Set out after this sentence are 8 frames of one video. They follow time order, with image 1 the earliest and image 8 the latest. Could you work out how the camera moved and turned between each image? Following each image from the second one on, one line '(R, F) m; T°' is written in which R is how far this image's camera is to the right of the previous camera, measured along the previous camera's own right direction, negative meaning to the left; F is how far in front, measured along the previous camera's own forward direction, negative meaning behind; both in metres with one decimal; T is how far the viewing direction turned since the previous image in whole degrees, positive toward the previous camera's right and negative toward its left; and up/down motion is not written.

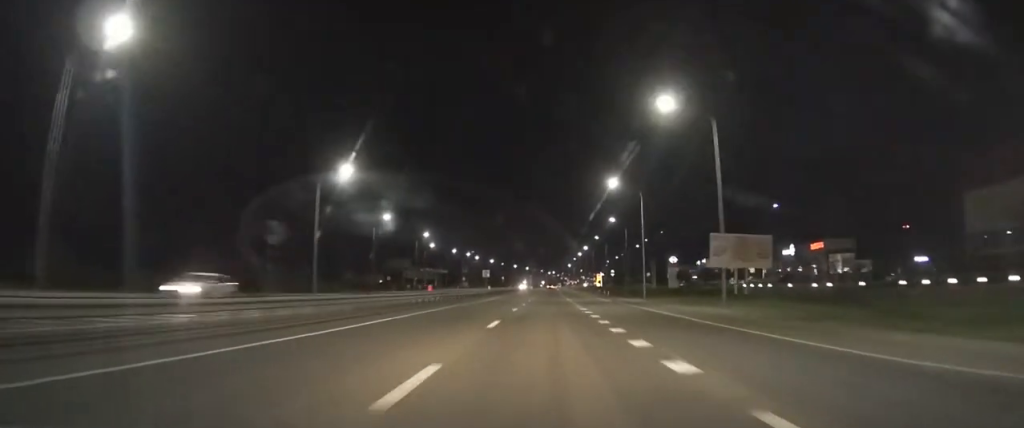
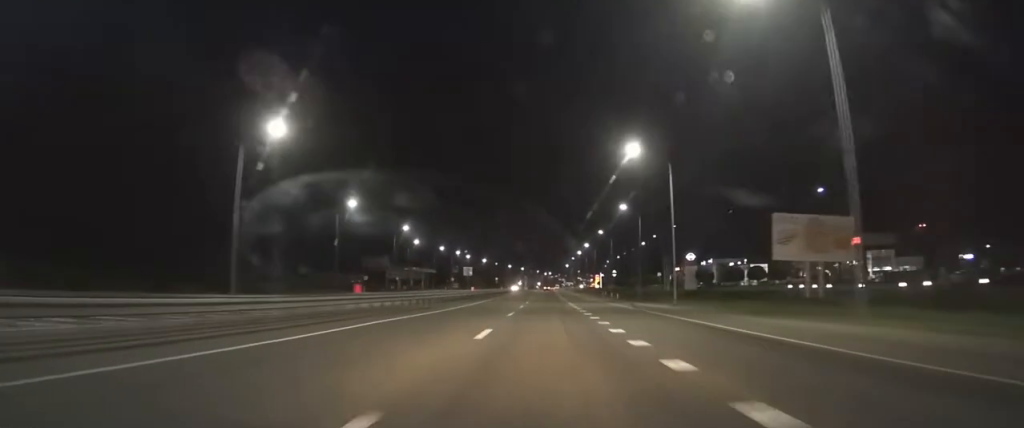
(+0.3, +15.4) m; +1°
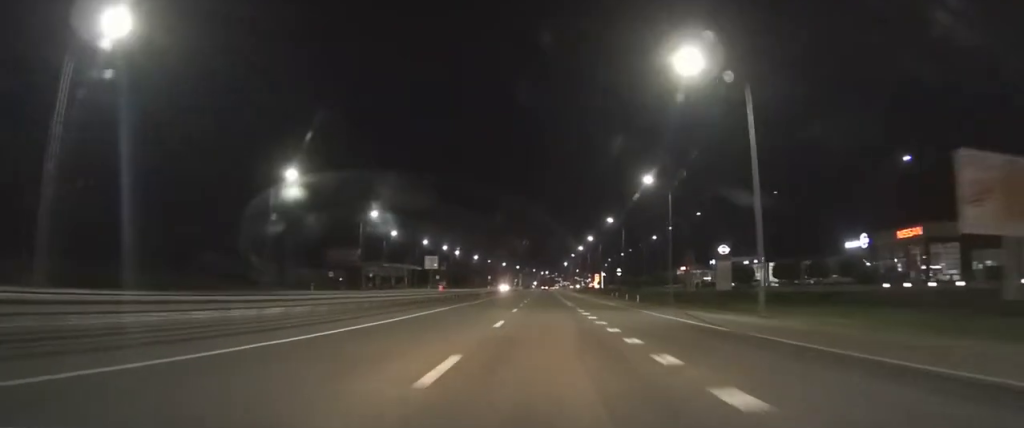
(0.0, +18.7) m; 0°
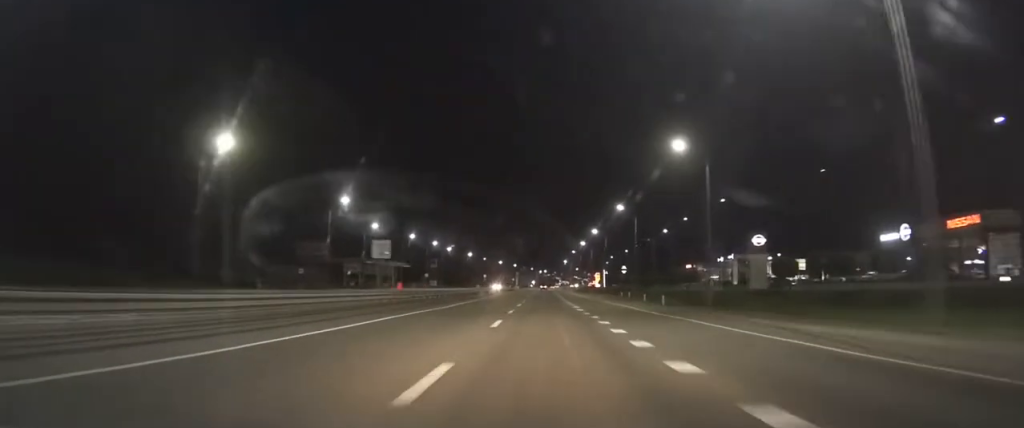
(0.0, +13.0) m; 0°
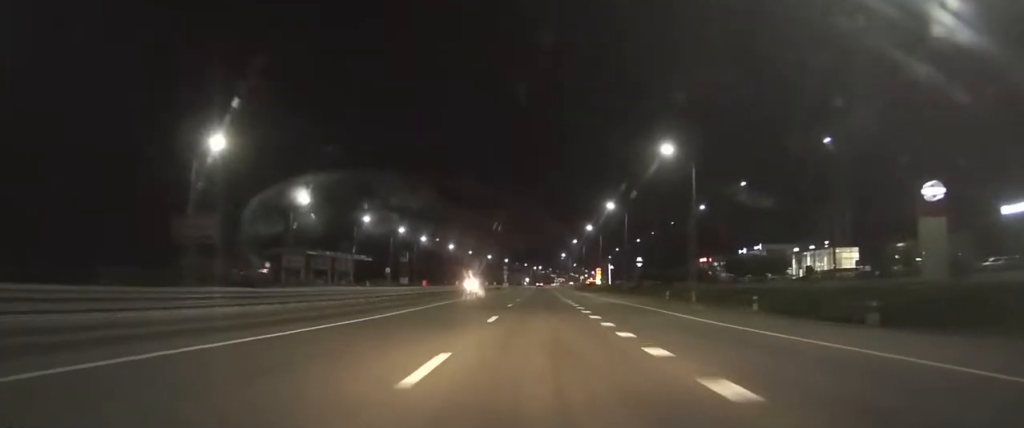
(+0.2, +31.0) m; +1°
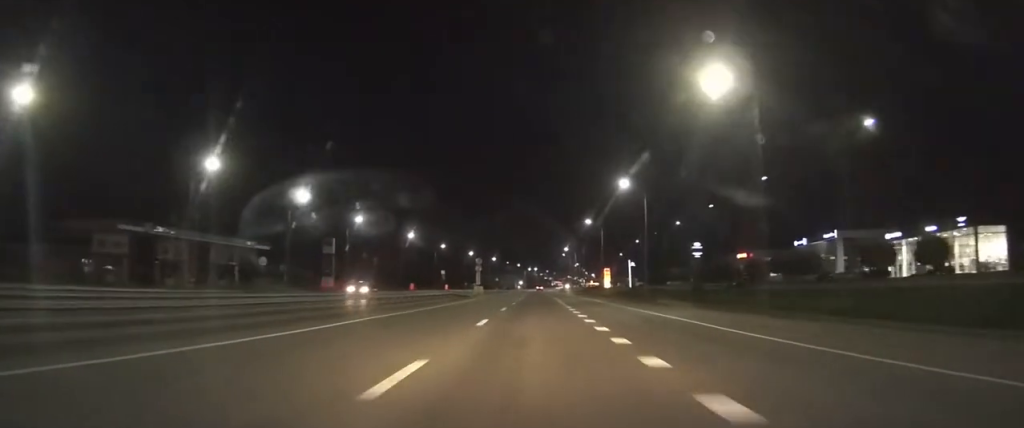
(+0.5, +48.2) m; +1°
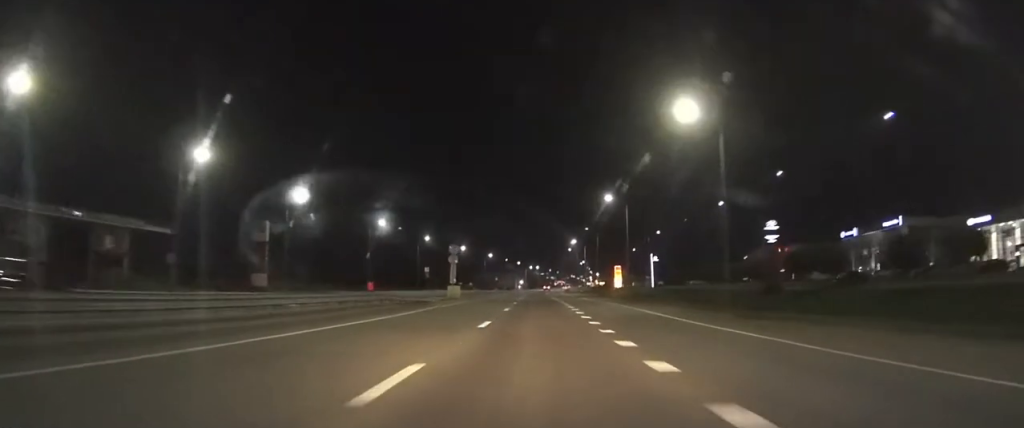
(0.0, +24.3) m; 0°
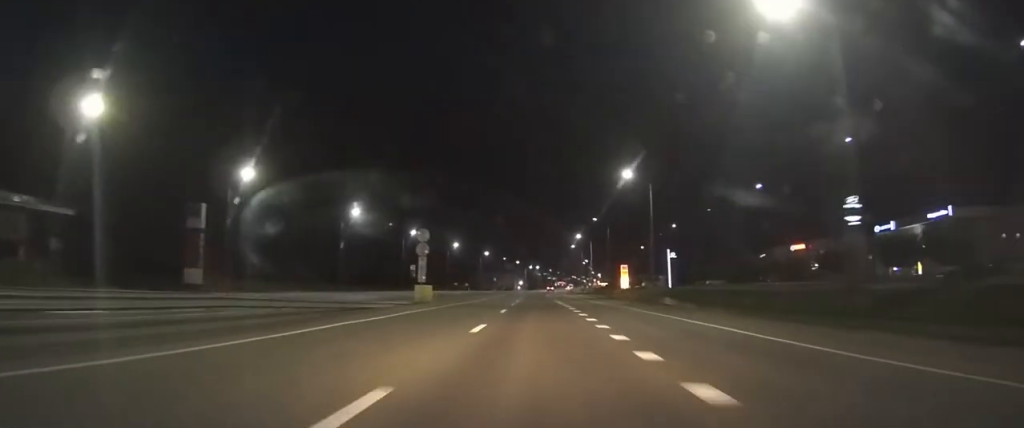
(0.0, +14.5) m; 0°
